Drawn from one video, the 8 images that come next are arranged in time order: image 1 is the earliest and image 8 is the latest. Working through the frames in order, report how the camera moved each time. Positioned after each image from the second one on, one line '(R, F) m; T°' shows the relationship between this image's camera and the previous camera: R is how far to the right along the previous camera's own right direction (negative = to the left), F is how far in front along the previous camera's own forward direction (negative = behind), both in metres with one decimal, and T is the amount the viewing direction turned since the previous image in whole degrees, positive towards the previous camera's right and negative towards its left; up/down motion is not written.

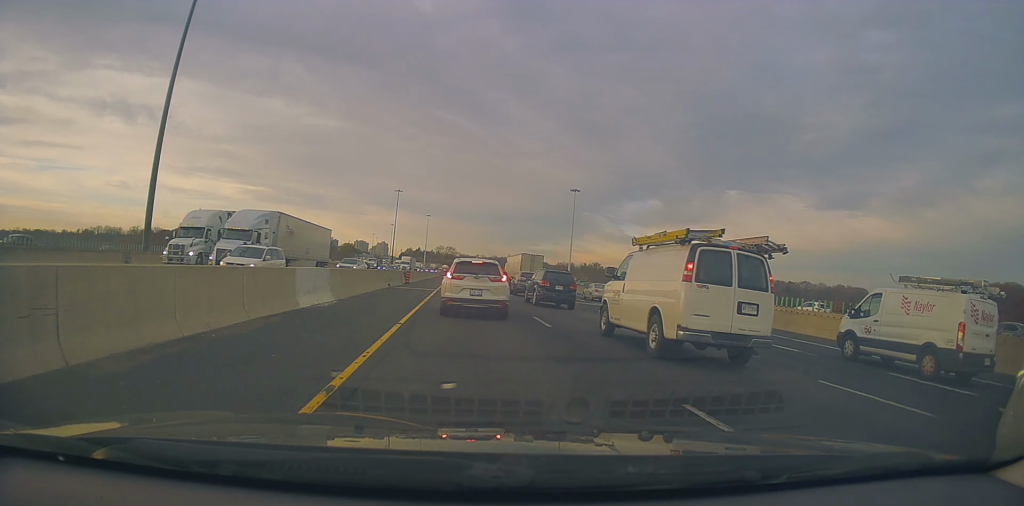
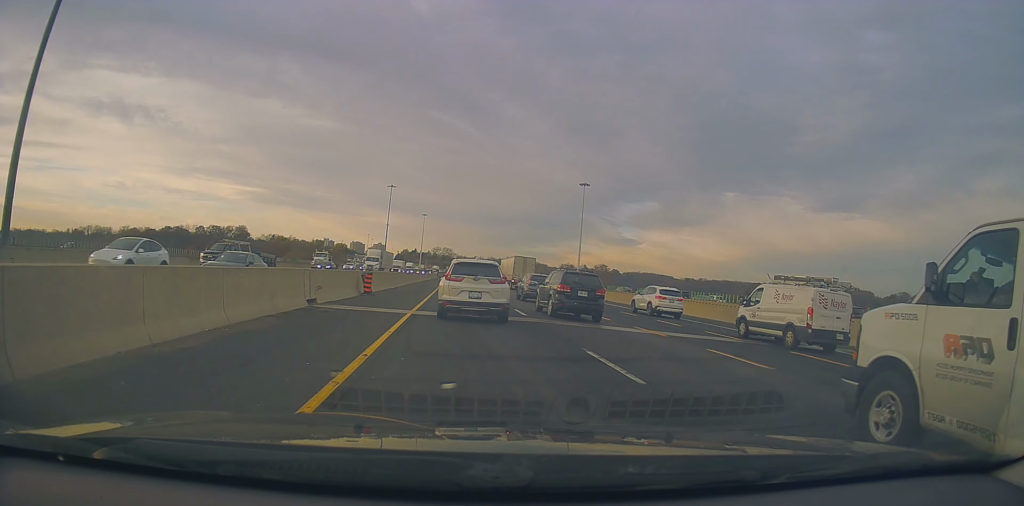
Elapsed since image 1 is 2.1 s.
(-0.4, +20.7) m; +2°
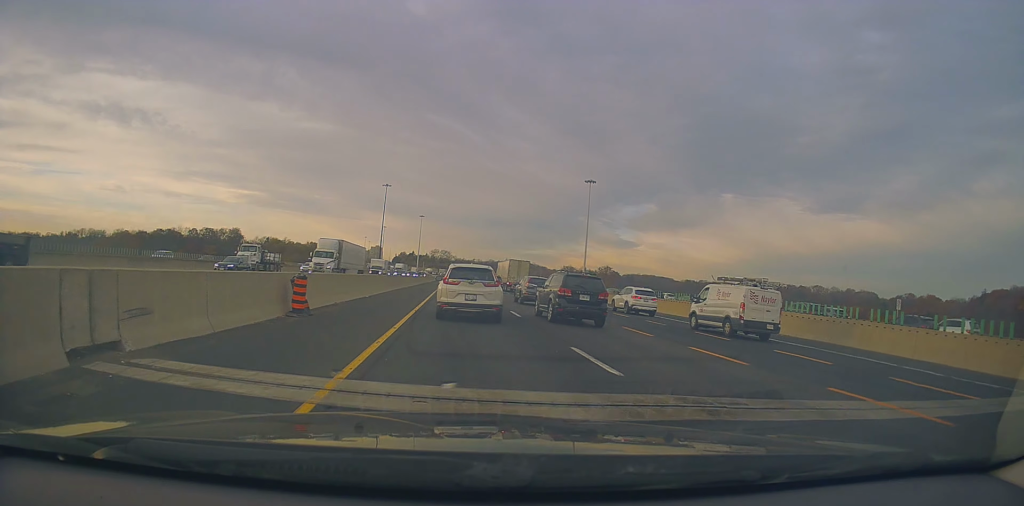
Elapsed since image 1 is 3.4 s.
(+0.2, +11.3) m; -1°
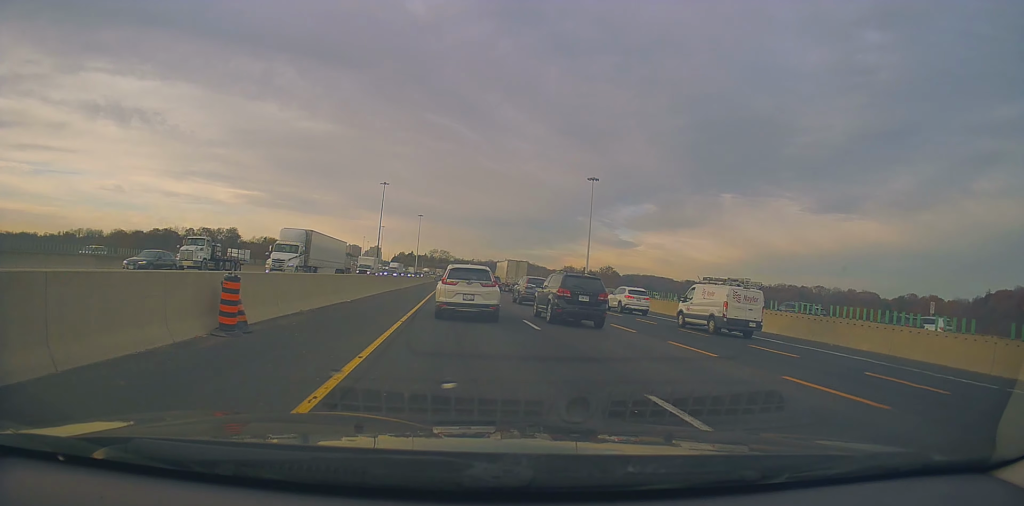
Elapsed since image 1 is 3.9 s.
(0.0, +4.1) m; -2°
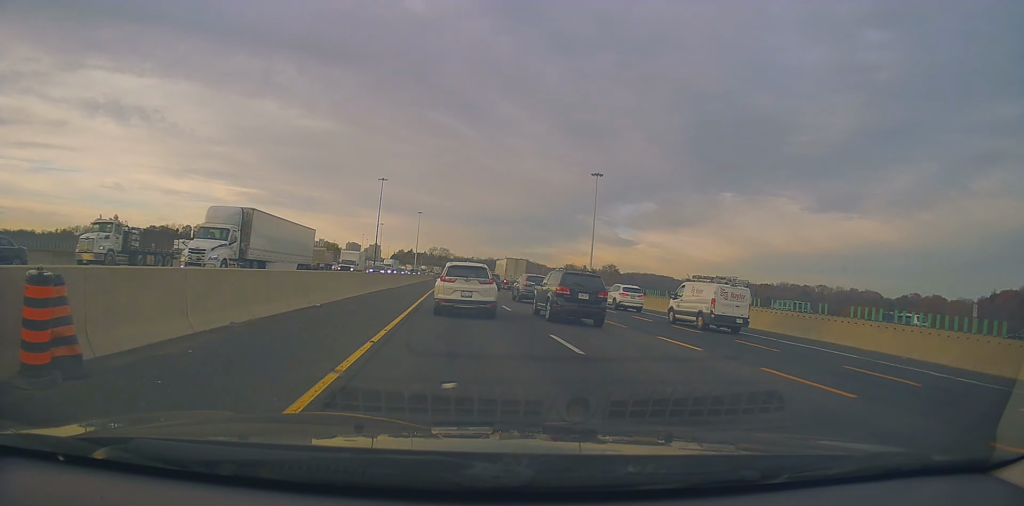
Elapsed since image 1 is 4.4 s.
(-0.1, +5.0) m; -1°
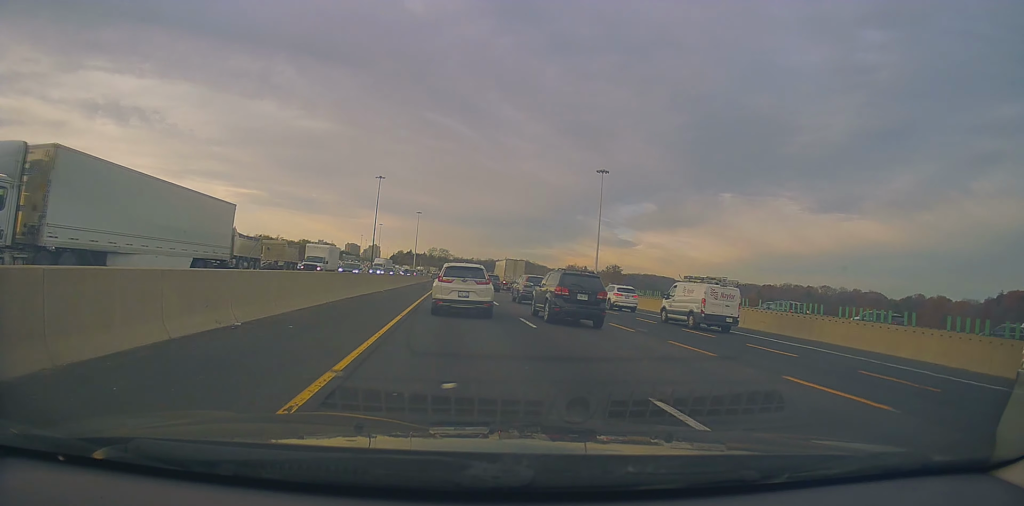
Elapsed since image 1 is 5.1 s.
(-0.3, +6.2) m; +1°
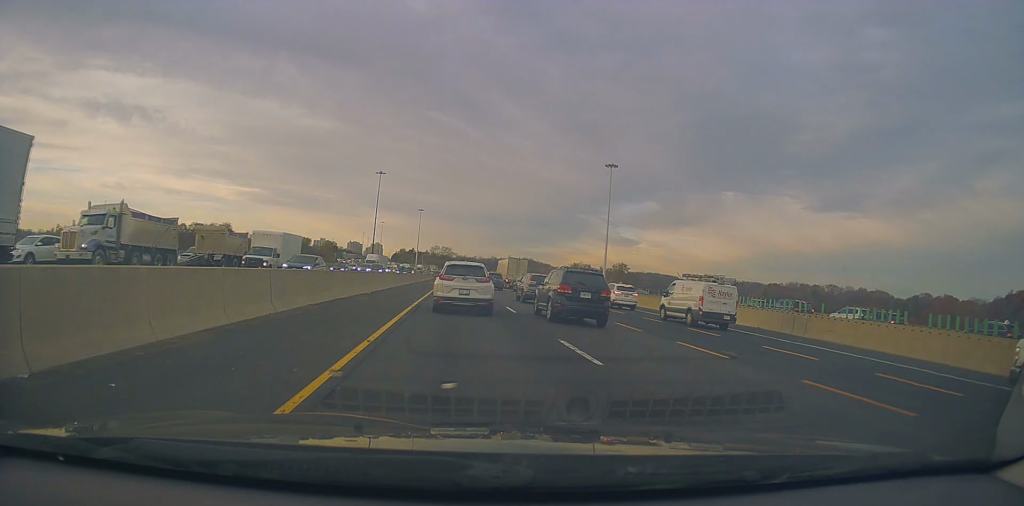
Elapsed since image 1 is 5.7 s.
(+0.3, +6.1) m; 0°
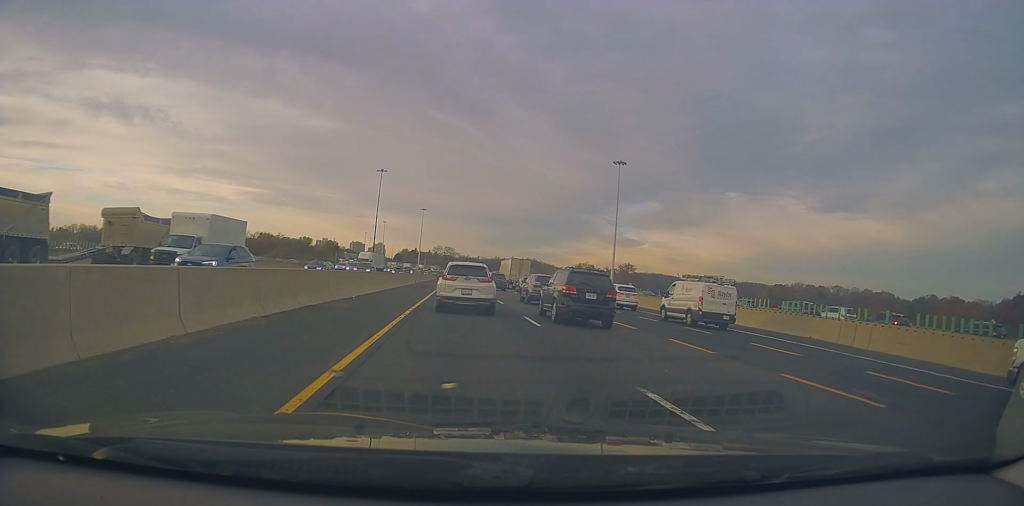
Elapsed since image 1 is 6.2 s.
(+0.1, +4.9) m; 0°
